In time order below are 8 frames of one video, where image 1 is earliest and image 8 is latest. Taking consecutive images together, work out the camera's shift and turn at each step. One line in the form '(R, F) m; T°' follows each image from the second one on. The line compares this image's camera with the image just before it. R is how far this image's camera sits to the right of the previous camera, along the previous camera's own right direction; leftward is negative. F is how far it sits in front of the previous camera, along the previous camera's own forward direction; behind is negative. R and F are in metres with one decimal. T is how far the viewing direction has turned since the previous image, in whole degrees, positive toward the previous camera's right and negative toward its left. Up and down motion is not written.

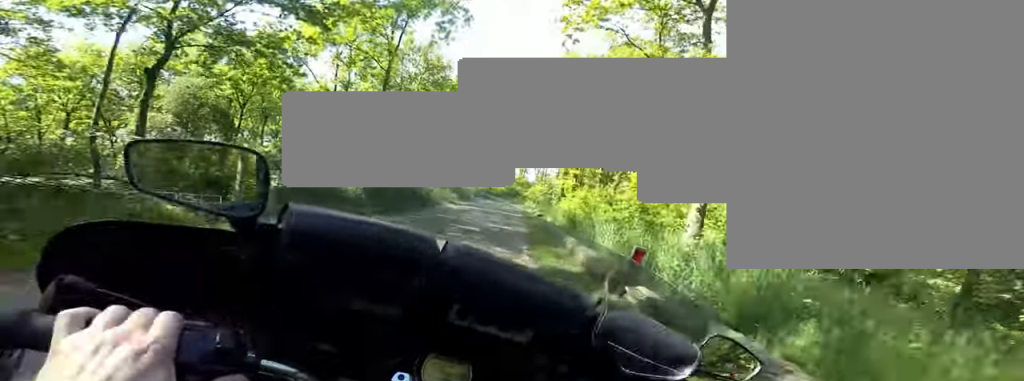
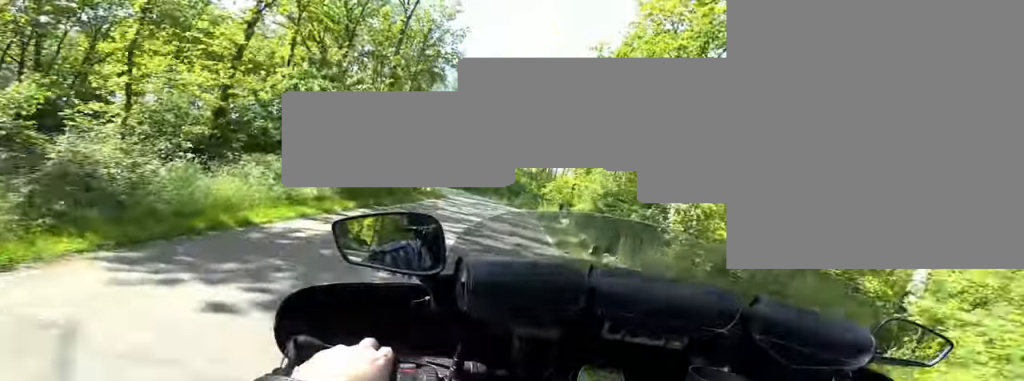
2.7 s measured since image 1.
(+4.1, +20.9) m; +18°
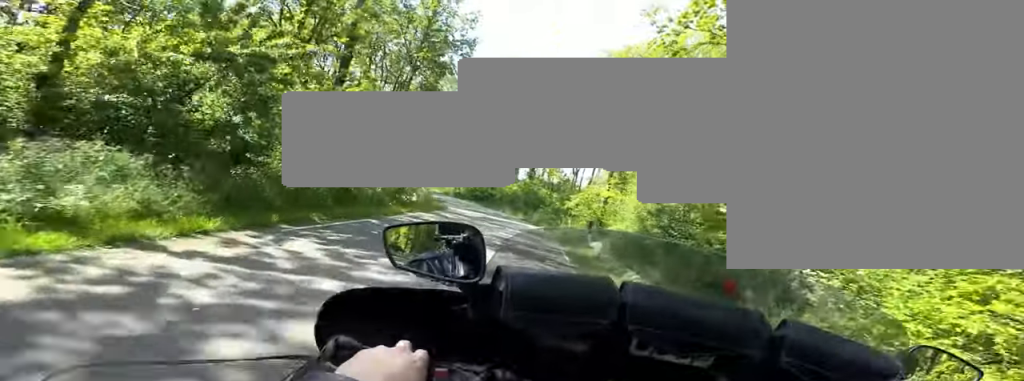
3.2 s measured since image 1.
(-0.4, +4.5) m; -4°
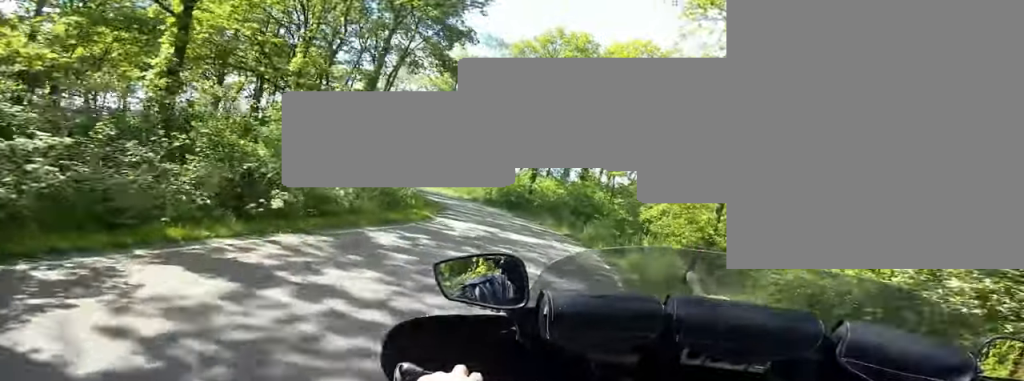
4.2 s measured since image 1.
(-0.6, +8.0) m; -13°
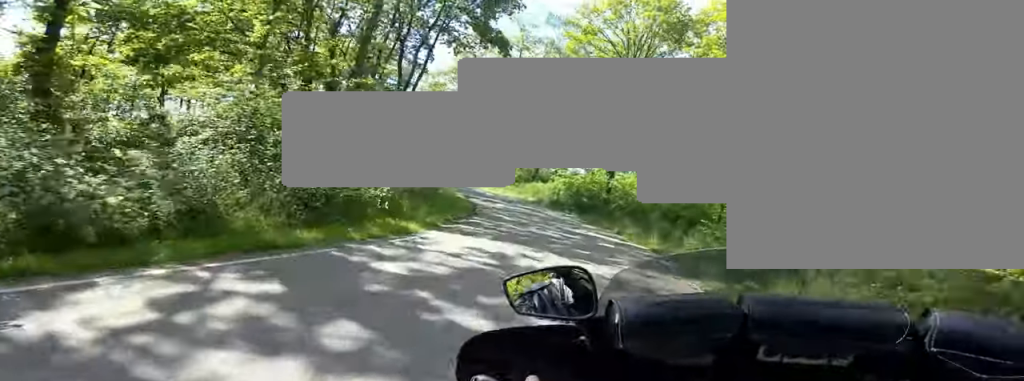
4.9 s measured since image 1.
(-0.2, +5.0) m; -10°
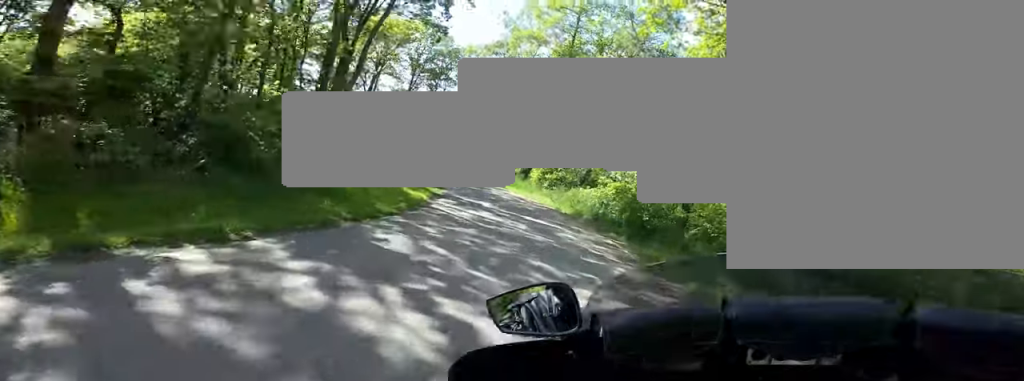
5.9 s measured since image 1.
(-1.5, +7.6) m; -12°
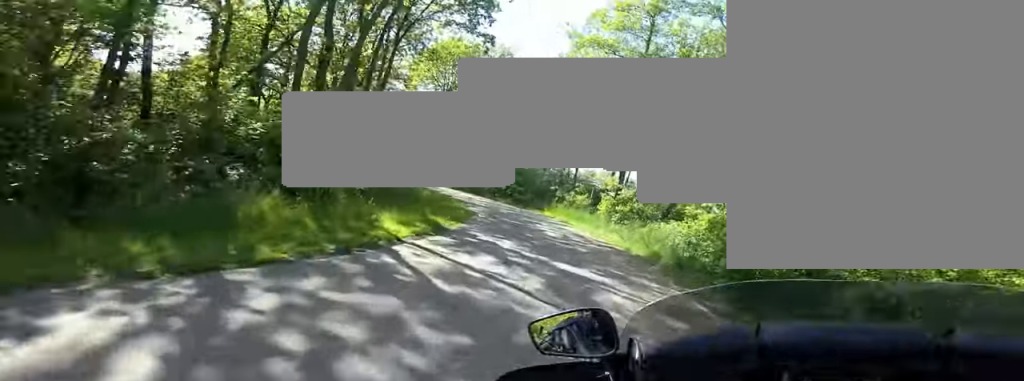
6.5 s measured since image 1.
(0.0, +3.9) m; -1°
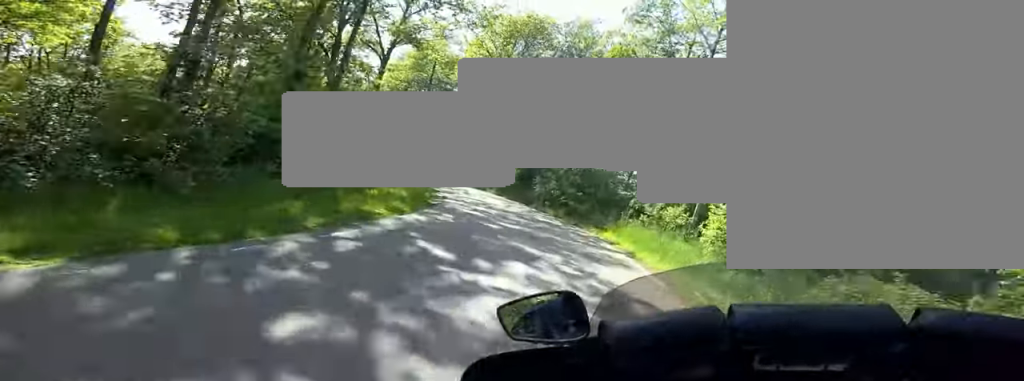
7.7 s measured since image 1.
(-0.3, +8.9) m; -24°
